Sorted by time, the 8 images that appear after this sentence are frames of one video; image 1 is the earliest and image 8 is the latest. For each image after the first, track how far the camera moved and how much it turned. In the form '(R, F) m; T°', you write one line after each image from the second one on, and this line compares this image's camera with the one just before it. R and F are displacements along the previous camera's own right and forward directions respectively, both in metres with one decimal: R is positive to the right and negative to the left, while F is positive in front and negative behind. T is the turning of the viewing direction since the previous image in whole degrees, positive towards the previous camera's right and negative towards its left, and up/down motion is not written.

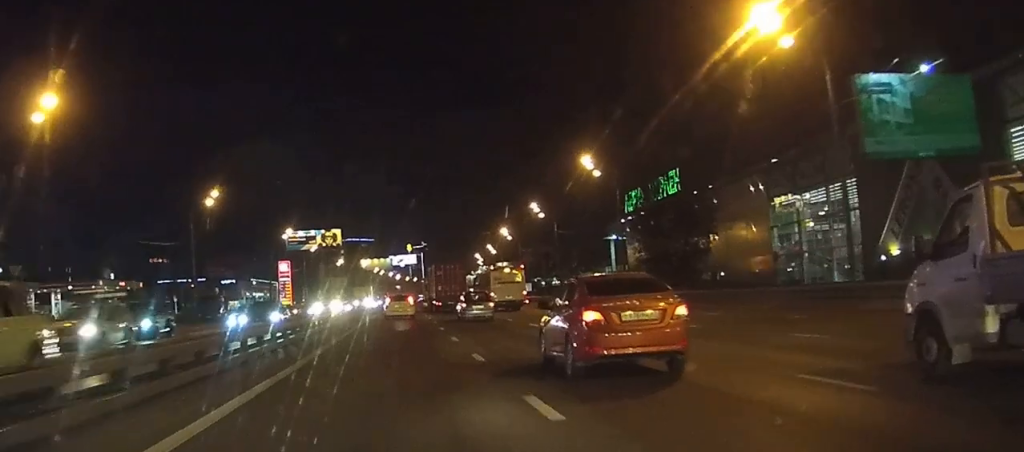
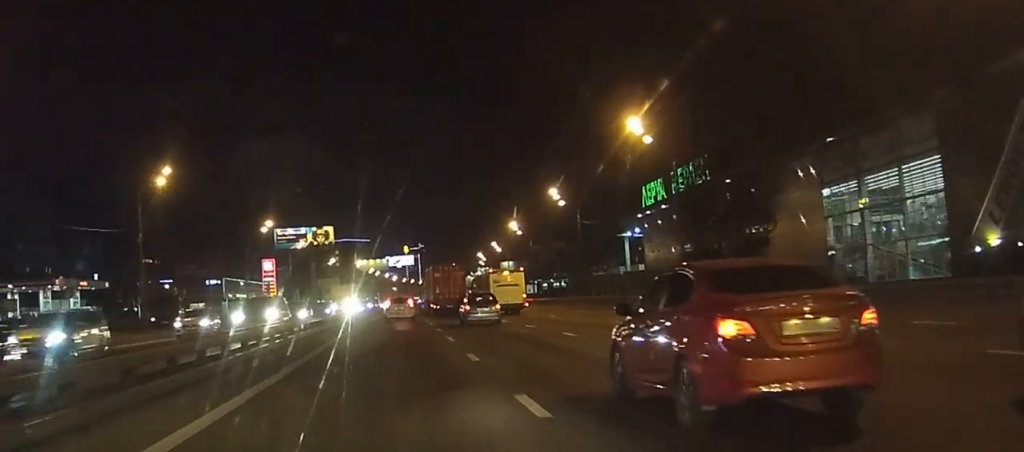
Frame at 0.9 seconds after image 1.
(0.0, +15.7) m; 0°
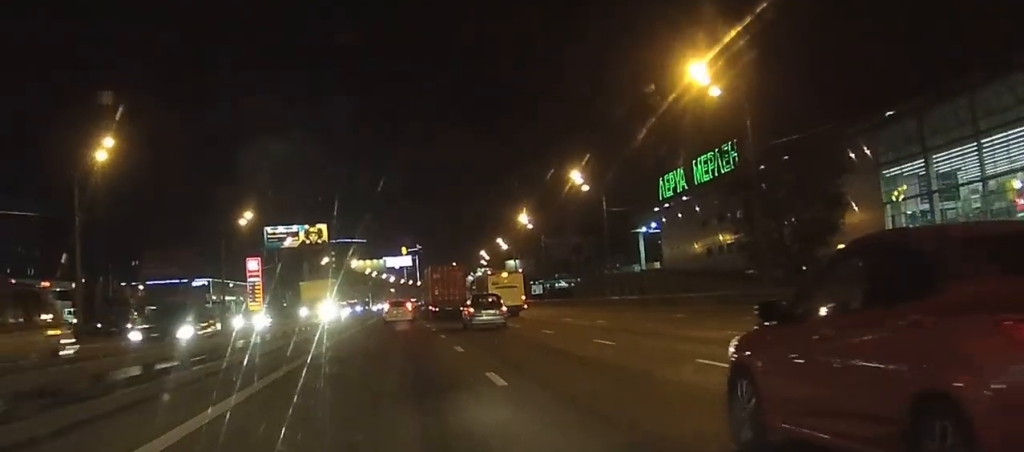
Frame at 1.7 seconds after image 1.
(0.0, +12.9) m; 0°
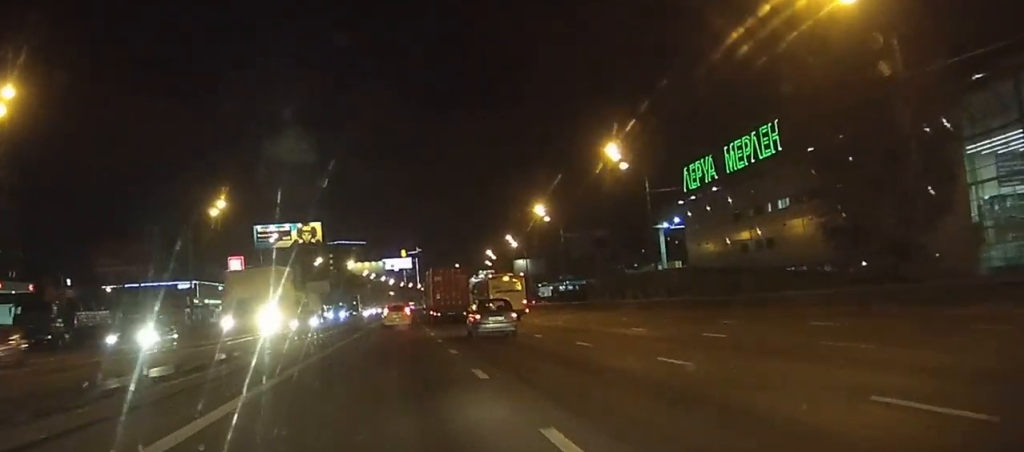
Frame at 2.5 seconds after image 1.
(-0.1, +14.1) m; 0°
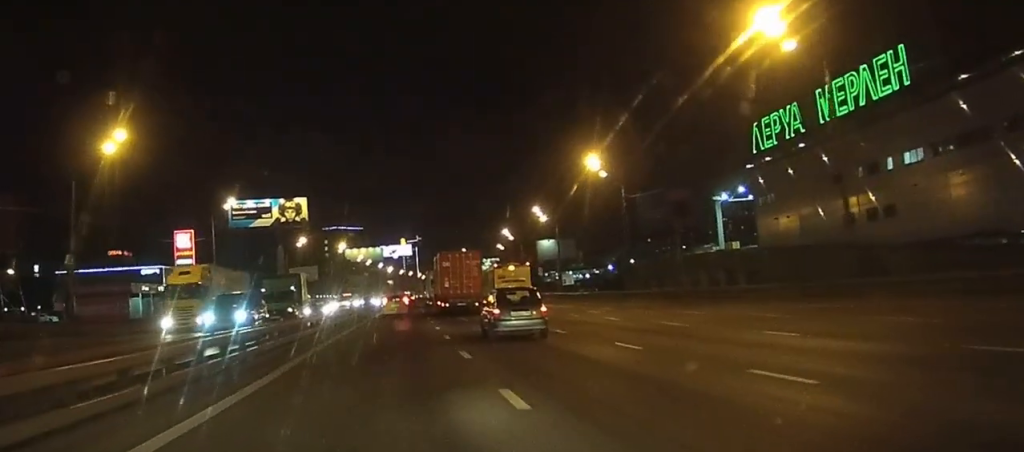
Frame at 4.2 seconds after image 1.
(-0.1, +28.7) m; -1°
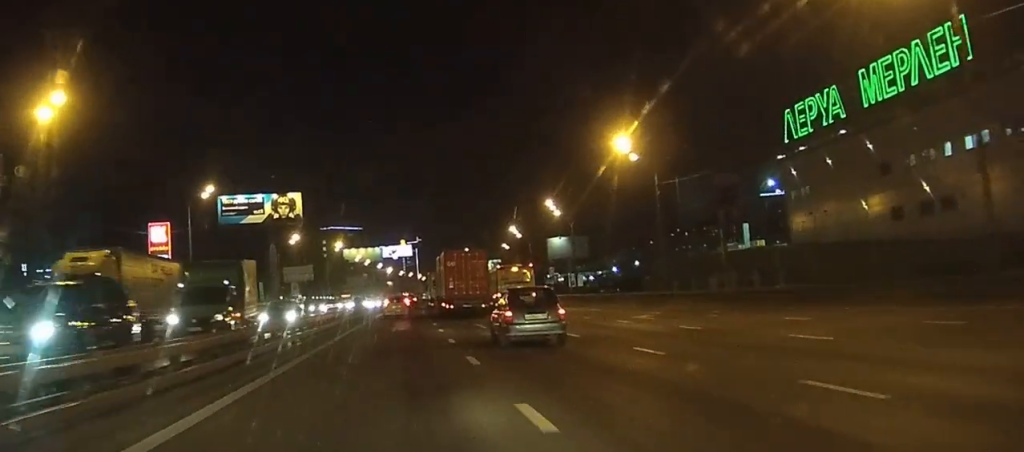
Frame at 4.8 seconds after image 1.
(0.0, +9.6) m; 0°
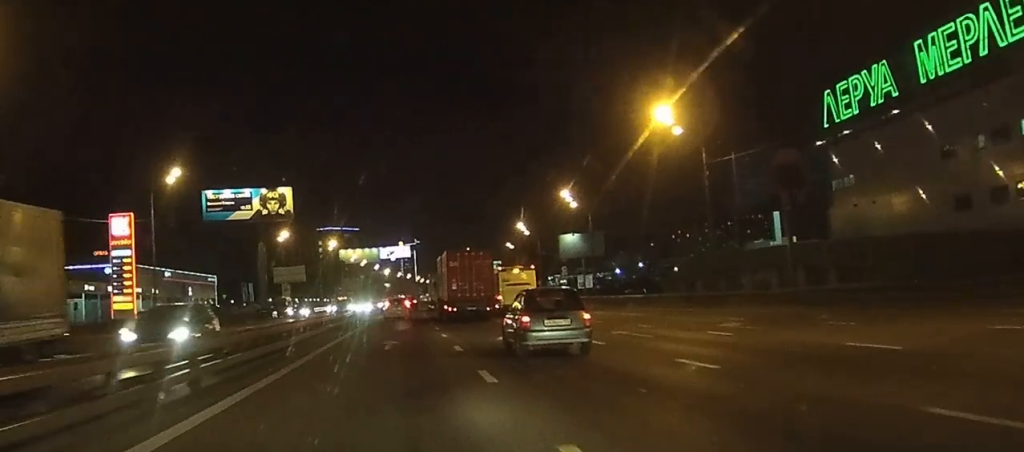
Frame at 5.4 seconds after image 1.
(-0.1, +10.7) m; 0°
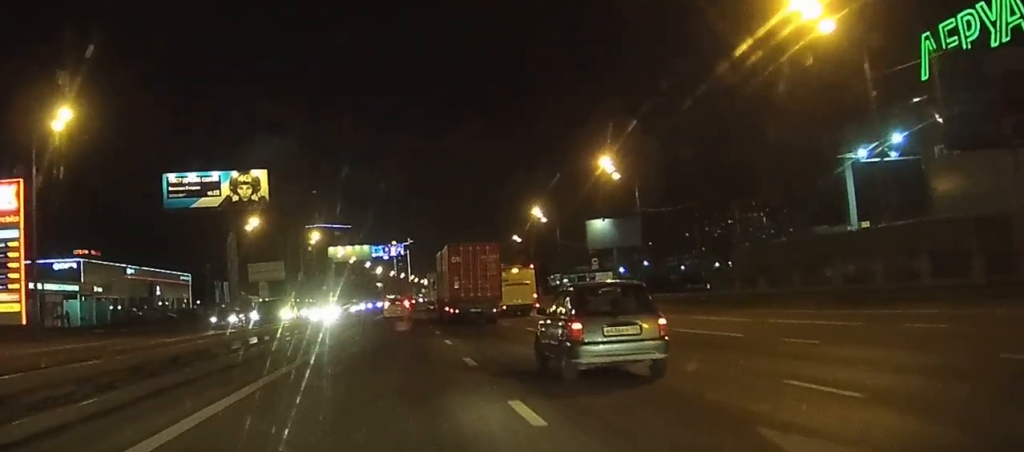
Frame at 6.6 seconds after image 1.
(0.0, +20.3) m; 0°
